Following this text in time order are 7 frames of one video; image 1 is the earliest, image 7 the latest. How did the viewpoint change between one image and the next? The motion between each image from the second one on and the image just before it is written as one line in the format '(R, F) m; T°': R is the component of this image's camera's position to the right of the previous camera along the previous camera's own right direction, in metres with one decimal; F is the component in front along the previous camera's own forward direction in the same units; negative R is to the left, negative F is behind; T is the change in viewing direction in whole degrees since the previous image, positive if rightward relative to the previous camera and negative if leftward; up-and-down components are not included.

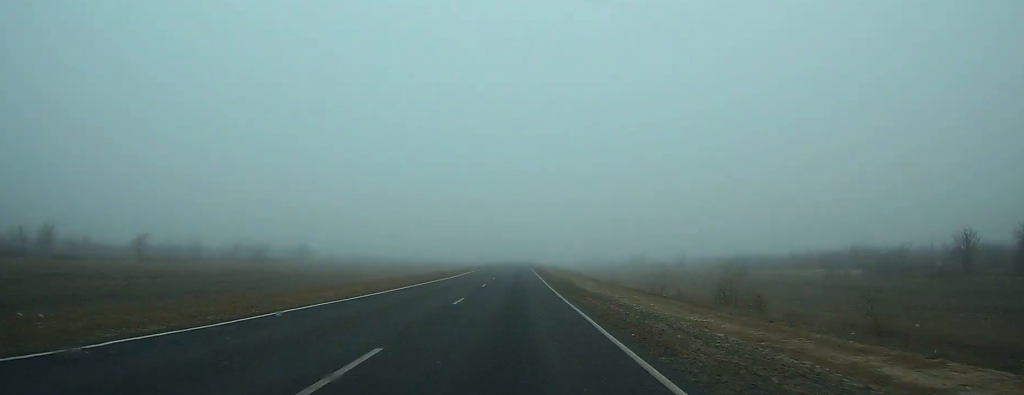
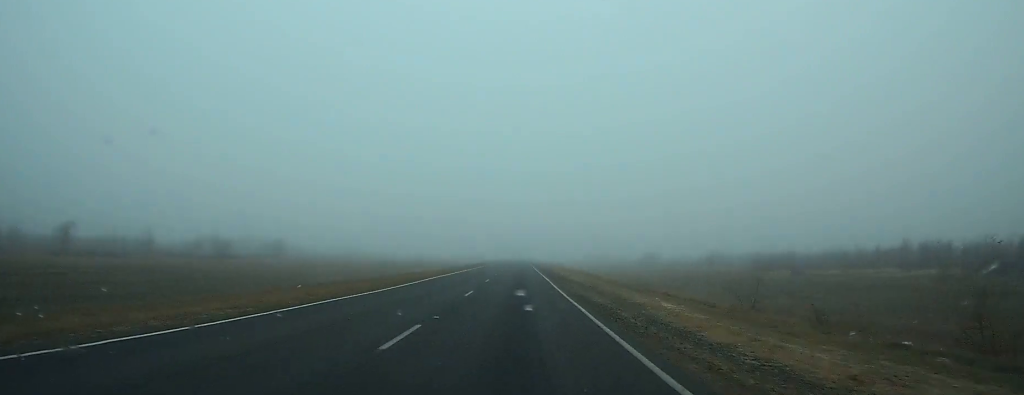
(0.0, +22.8) m; 0°
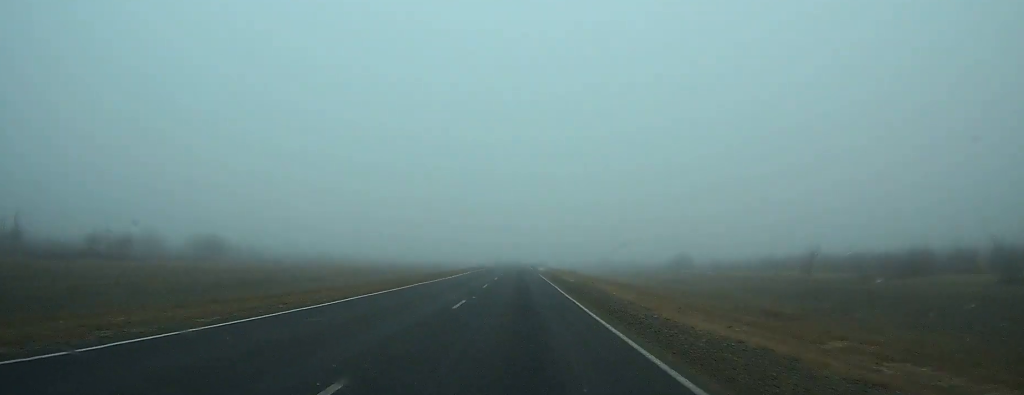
(-0.1, +42.0) m; 0°
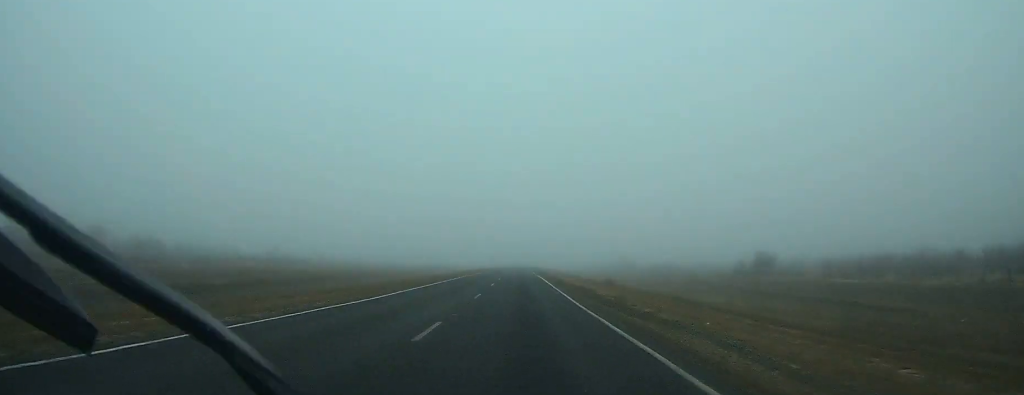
(-0.1, +54.3) m; 0°
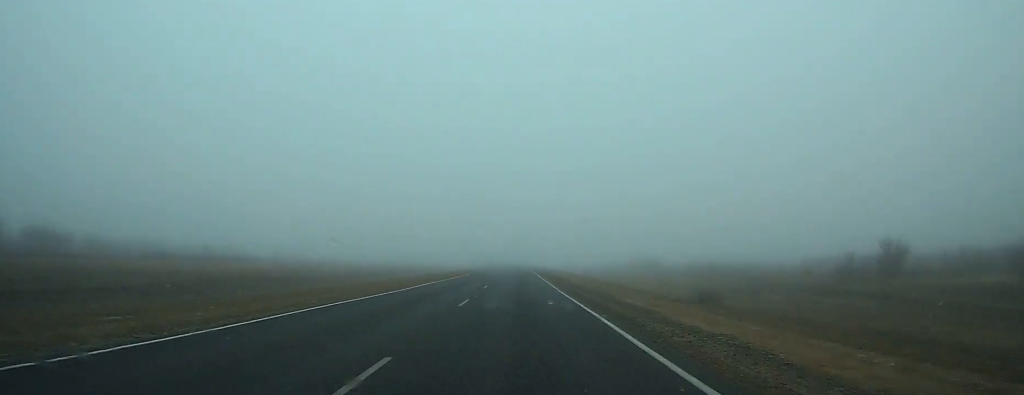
(+0.1, +39.1) m; 0°
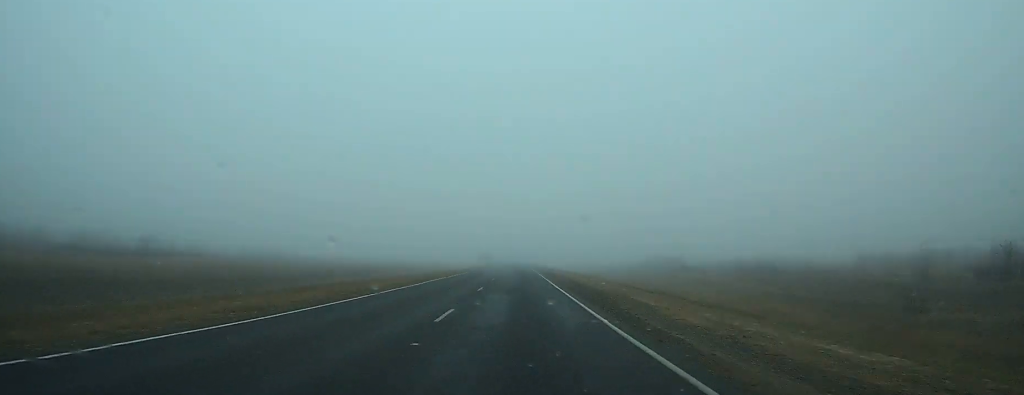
(0.0, +27.5) m; 0°
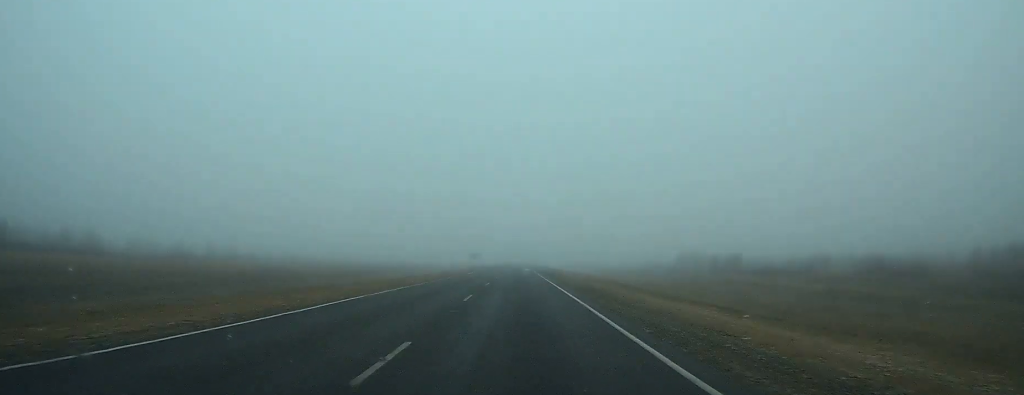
(-0.1, +40.9) m; 0°
